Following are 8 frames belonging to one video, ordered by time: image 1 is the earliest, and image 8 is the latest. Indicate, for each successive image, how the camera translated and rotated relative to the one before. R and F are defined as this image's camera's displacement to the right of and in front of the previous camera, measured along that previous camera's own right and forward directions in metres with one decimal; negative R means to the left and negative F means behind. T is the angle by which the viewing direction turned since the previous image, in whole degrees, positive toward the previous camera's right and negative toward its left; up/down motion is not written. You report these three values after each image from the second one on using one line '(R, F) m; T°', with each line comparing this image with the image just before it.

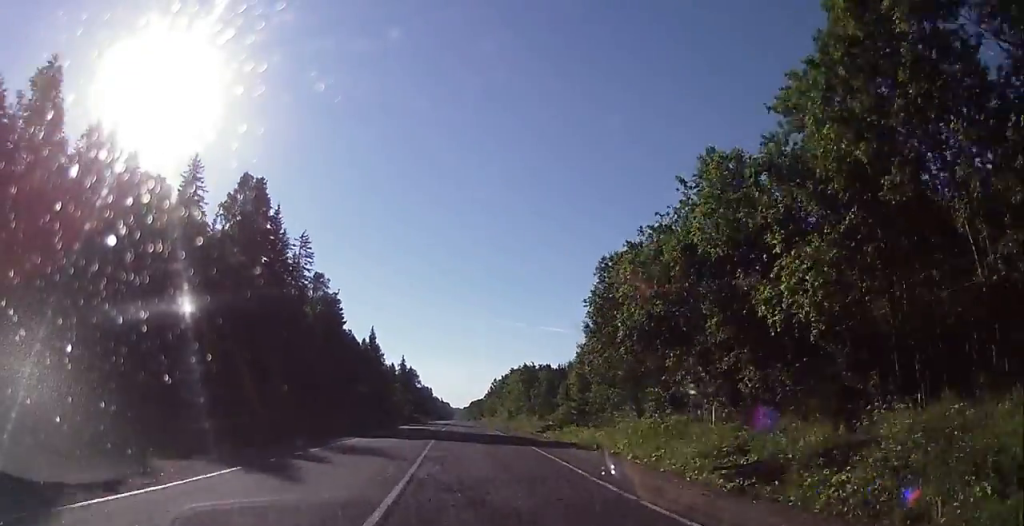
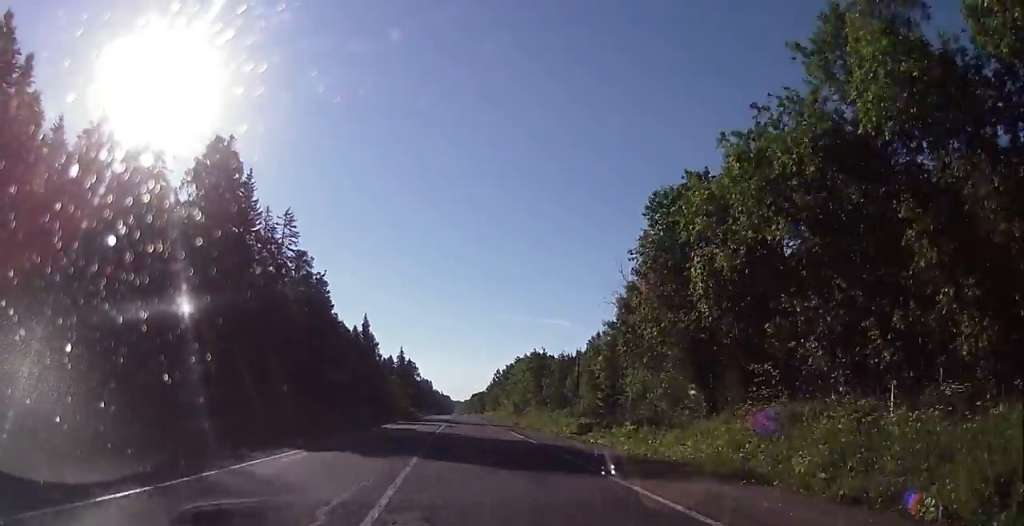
(+0.1, +11.1) m; -1°
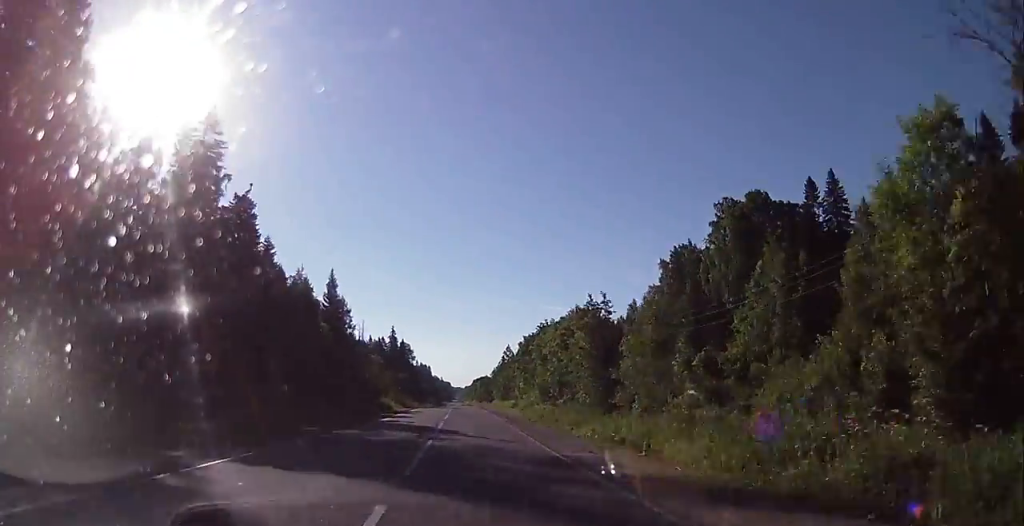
(-0.5, +36.8) m; +1°
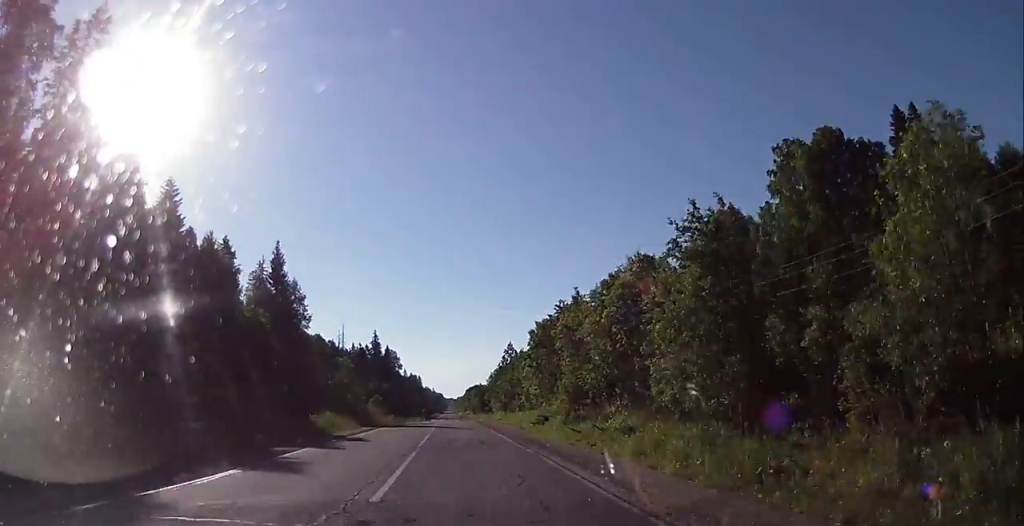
(+0.7, +25.8) m; +1°
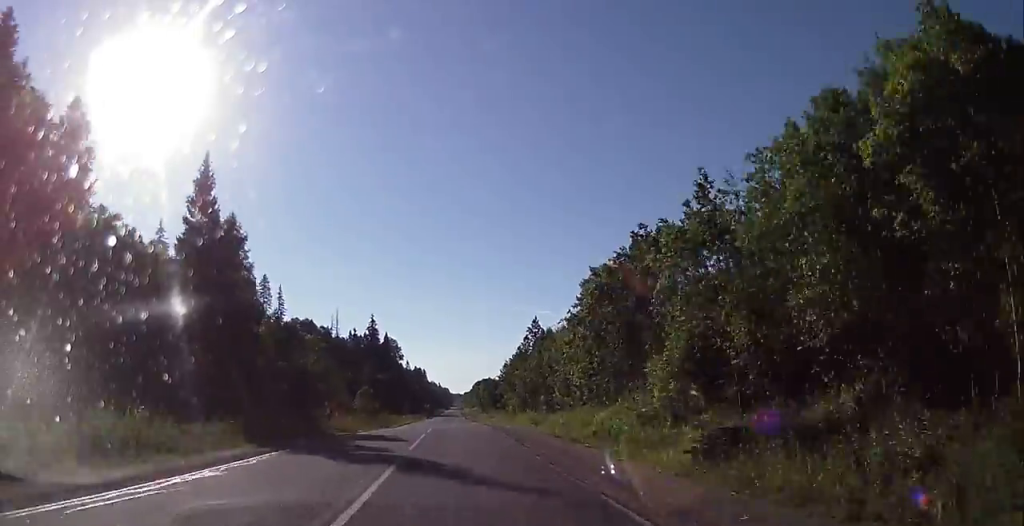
(-0.5, +26.2) m; -1°
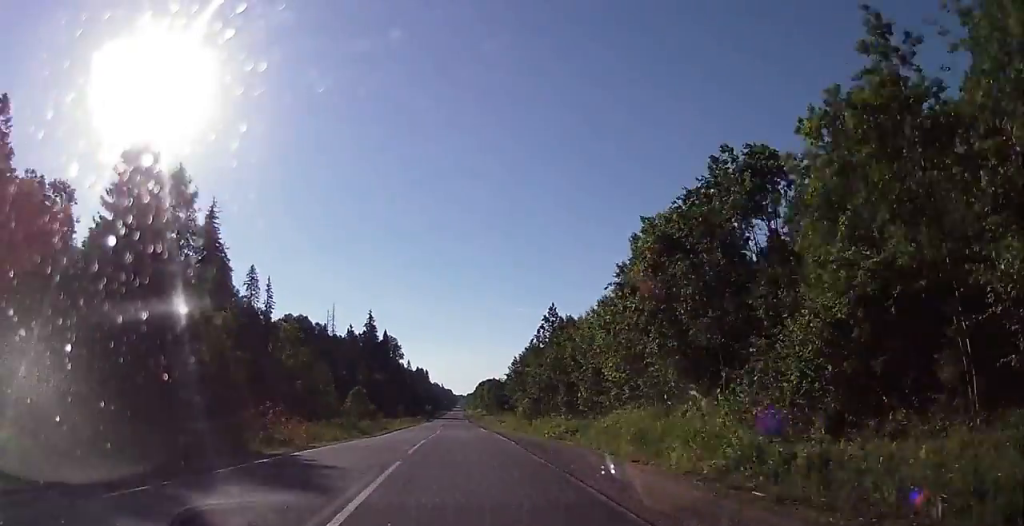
(+0.2, +12.5) m; 0°
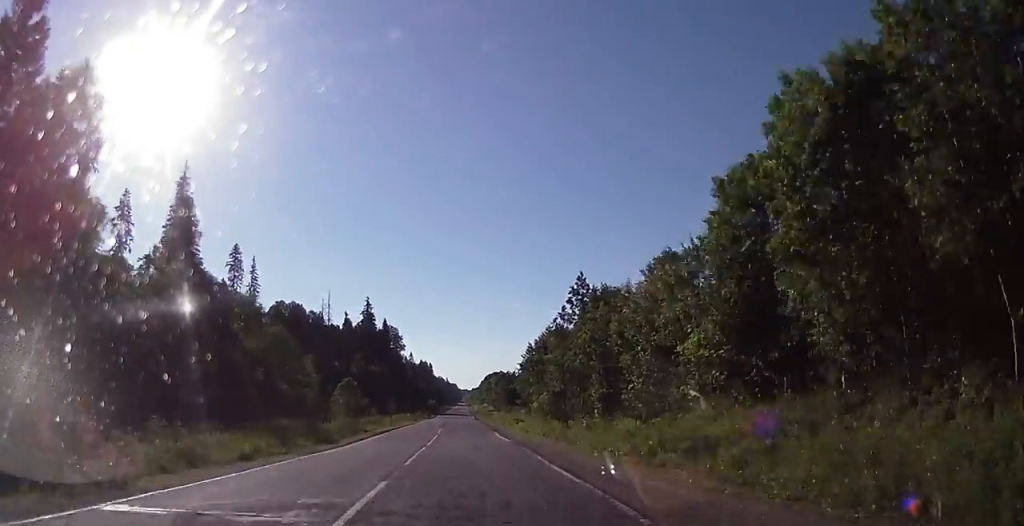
(+0.2, +14.9) m; 0°
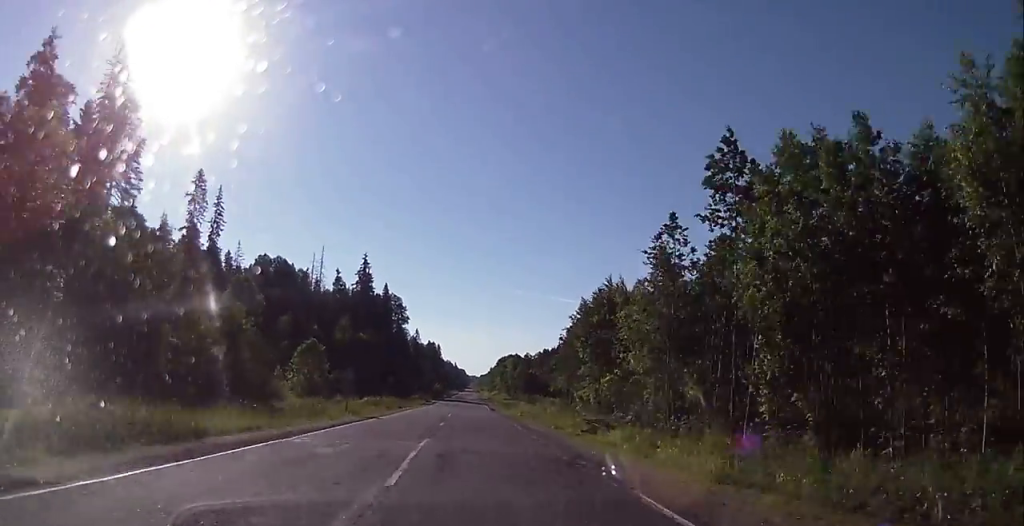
(-0.8, +29.2) m; -3°
